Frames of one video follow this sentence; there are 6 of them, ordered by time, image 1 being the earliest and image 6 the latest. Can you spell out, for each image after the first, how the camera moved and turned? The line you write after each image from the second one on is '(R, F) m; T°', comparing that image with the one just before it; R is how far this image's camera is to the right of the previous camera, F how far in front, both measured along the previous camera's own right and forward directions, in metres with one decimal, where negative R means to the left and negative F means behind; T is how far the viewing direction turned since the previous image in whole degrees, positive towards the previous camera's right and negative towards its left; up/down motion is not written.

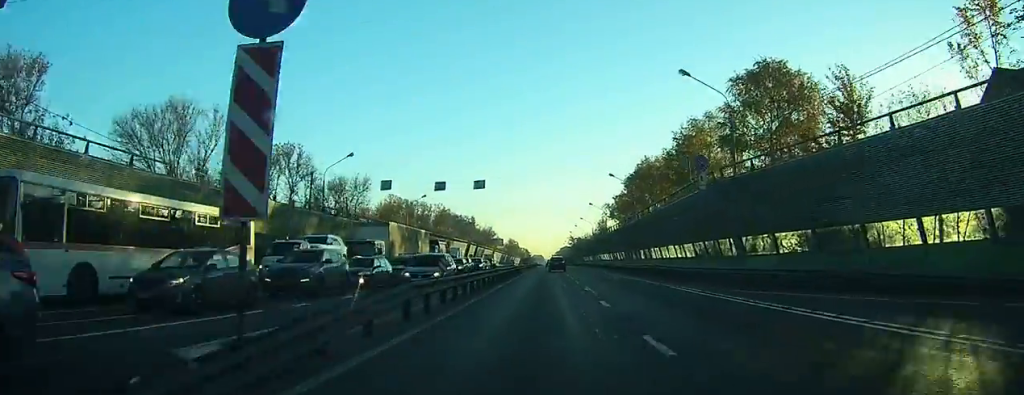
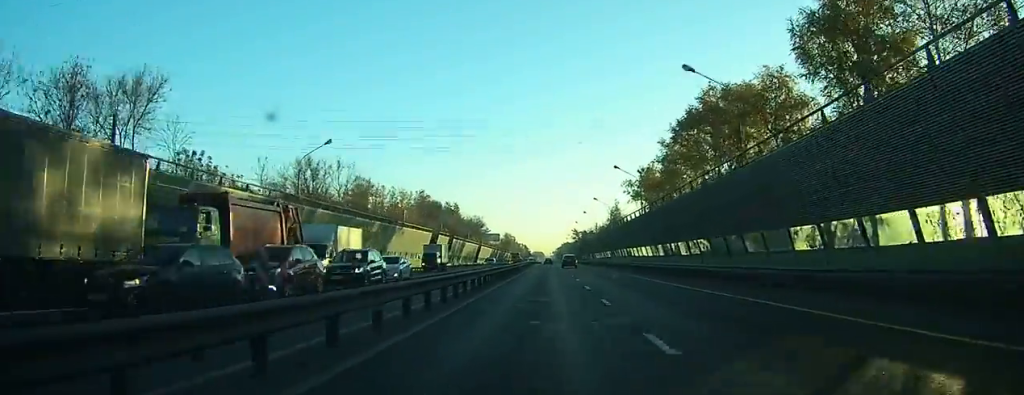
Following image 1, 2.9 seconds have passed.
(0.0, +37.9) m; 0°
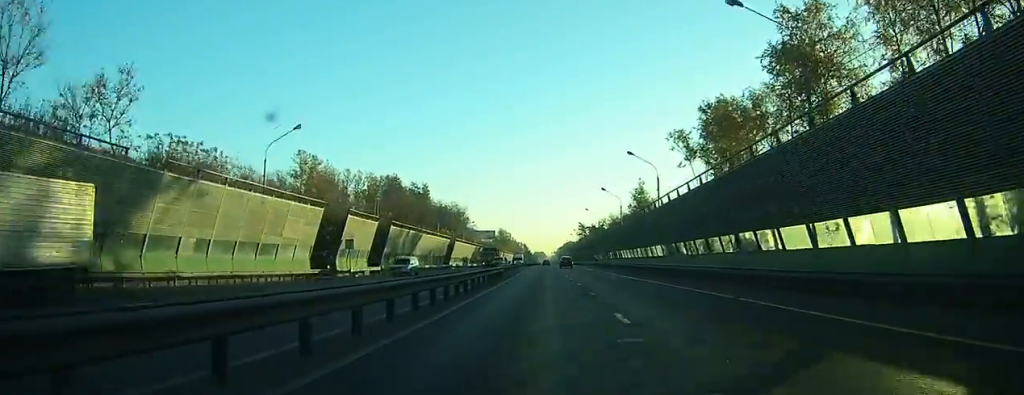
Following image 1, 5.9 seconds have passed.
(+0.3, +46.4) m; 0°
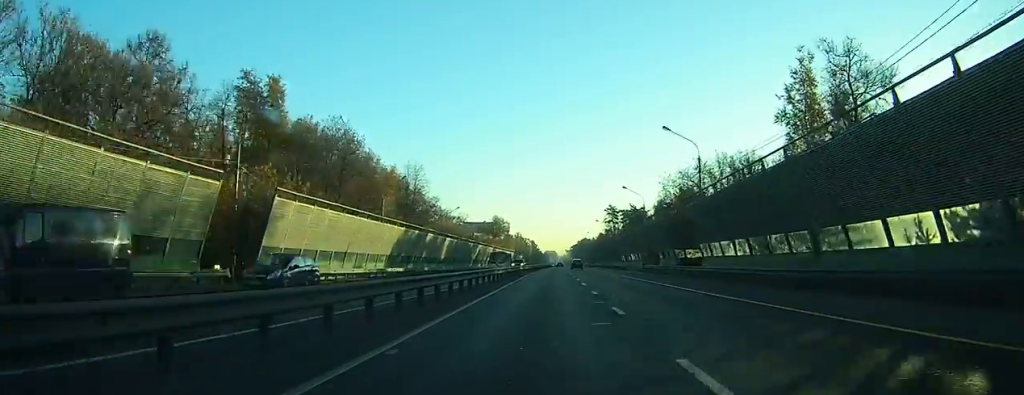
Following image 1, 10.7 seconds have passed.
(-0.4, +80.4) m; 0°
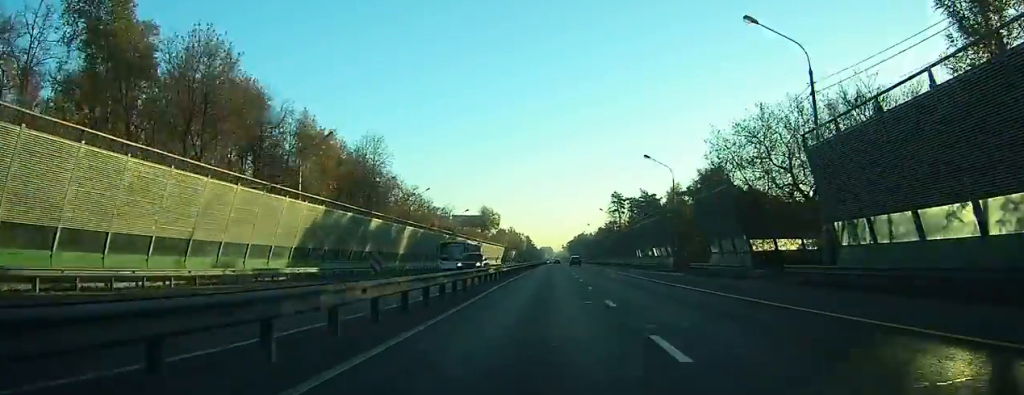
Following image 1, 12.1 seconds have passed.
(0.0, +22.0) m; 0°
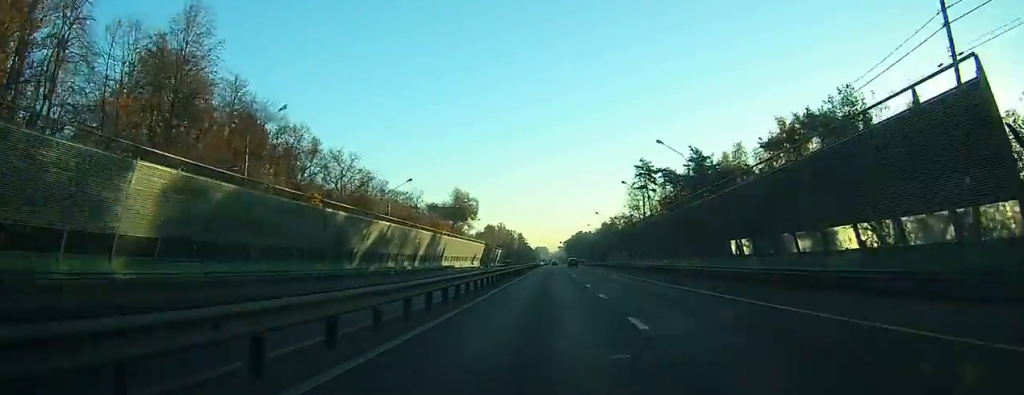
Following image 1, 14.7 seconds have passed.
(-0.1, +45.2) m; 0°
